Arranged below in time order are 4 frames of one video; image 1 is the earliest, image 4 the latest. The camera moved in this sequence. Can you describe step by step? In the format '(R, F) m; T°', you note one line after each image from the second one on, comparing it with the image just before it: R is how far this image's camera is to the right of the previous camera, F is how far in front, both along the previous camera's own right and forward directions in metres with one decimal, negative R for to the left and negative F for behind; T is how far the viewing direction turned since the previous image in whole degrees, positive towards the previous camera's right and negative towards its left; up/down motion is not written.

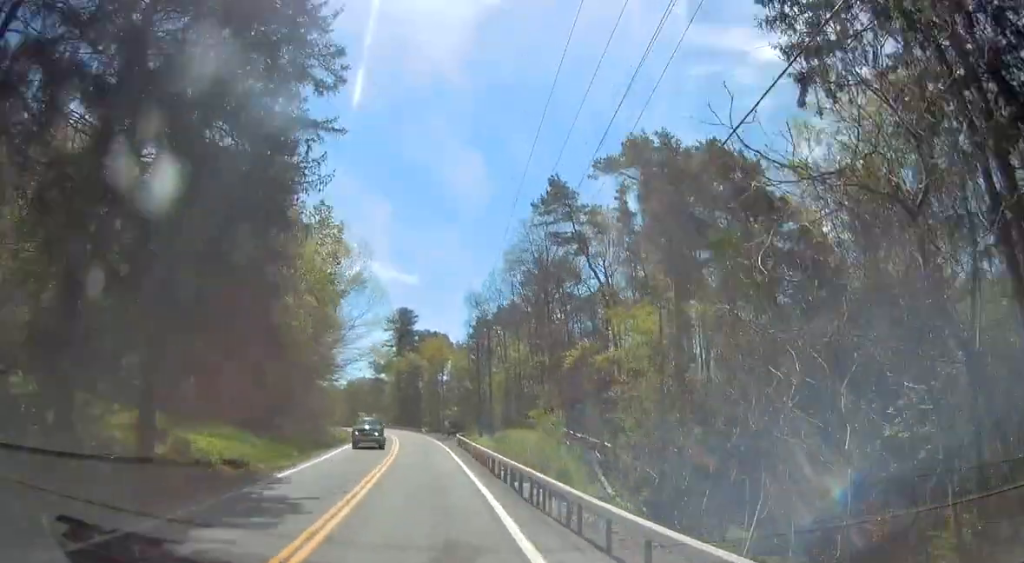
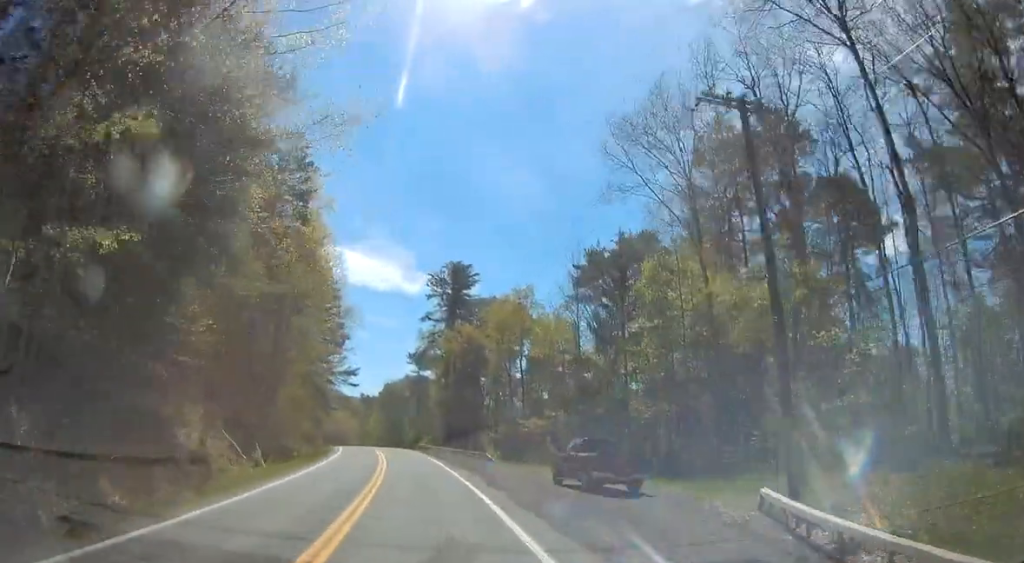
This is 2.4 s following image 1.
(-6.5, +53.8) m; -10°
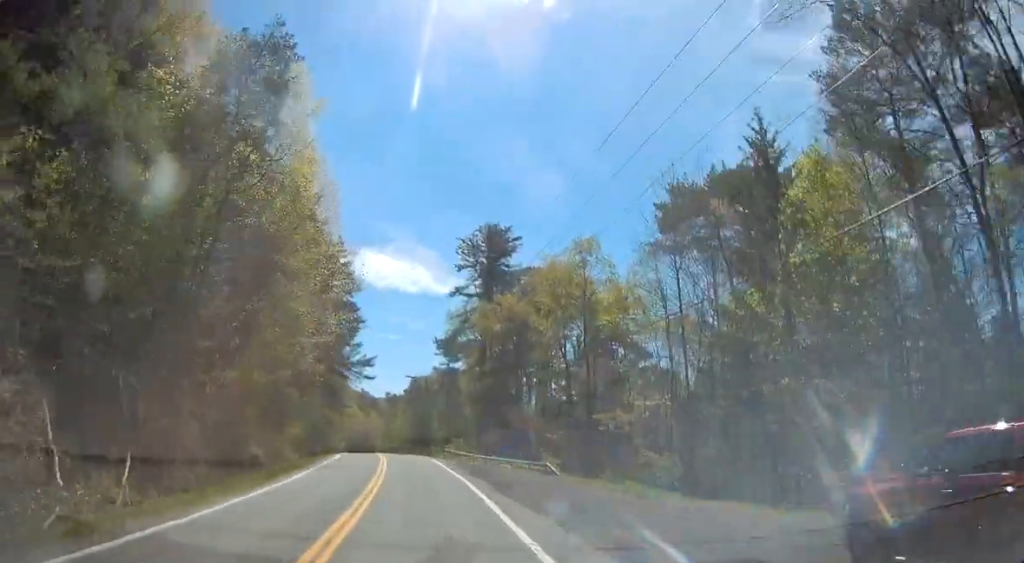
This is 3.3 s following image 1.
(-0.3, +18.2) m; -2°
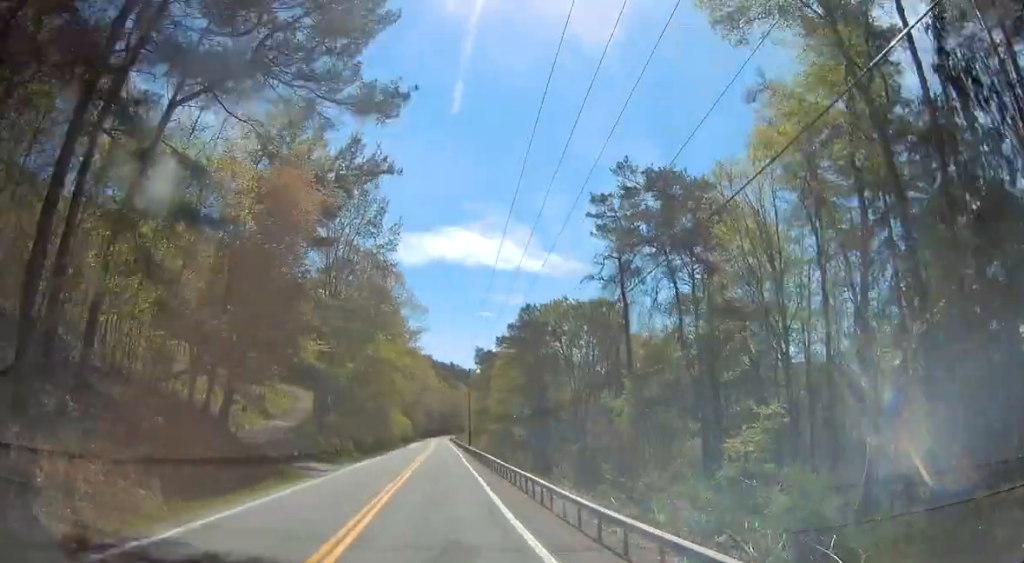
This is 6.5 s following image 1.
(-5.4, +71.1) m; -9°
